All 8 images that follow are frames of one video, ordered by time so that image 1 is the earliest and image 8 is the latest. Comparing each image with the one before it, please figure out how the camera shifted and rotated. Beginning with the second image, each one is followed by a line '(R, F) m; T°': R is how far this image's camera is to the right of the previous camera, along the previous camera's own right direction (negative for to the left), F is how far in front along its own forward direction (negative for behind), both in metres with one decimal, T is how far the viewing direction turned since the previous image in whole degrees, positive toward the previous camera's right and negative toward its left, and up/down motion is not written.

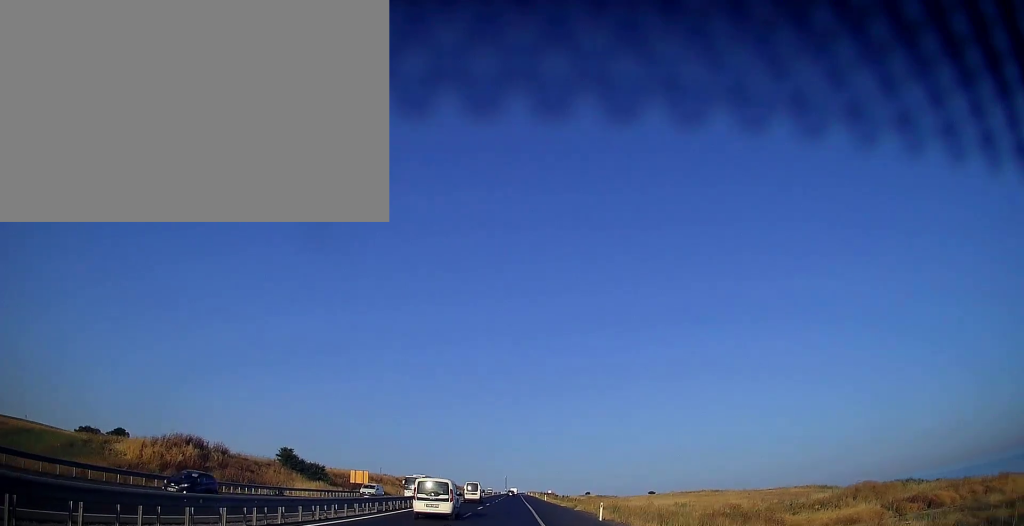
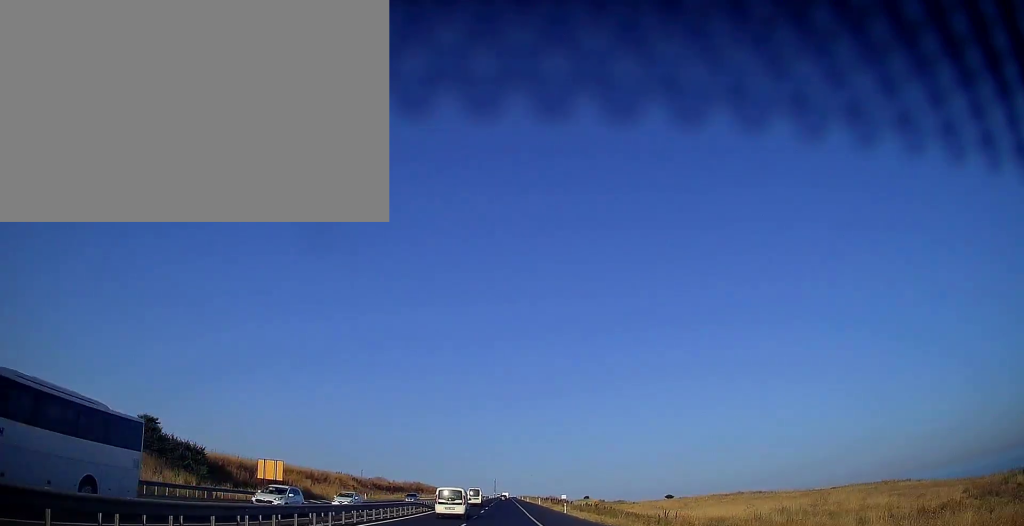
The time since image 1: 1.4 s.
(+0.8, +42.0) m; +1°
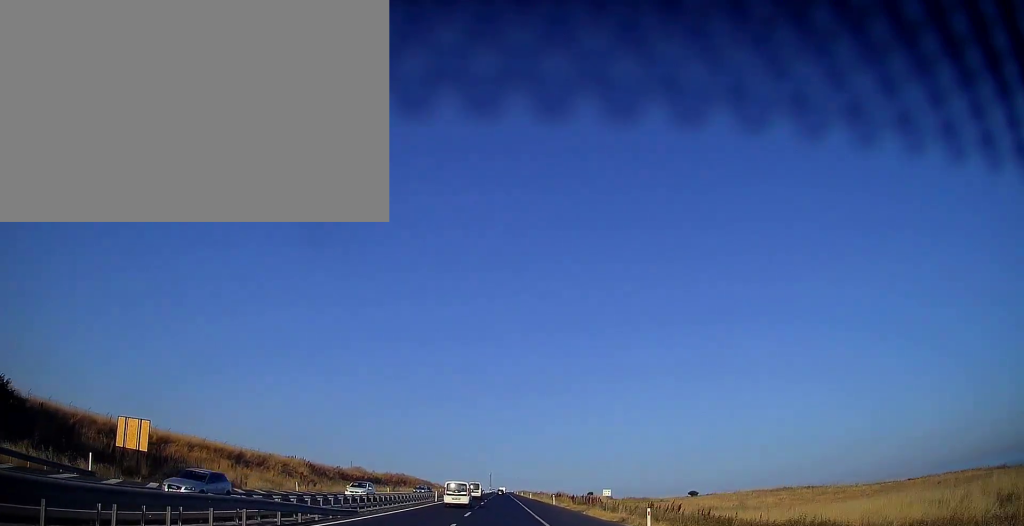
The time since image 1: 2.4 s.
(-0.3, +29.3) m; 0°
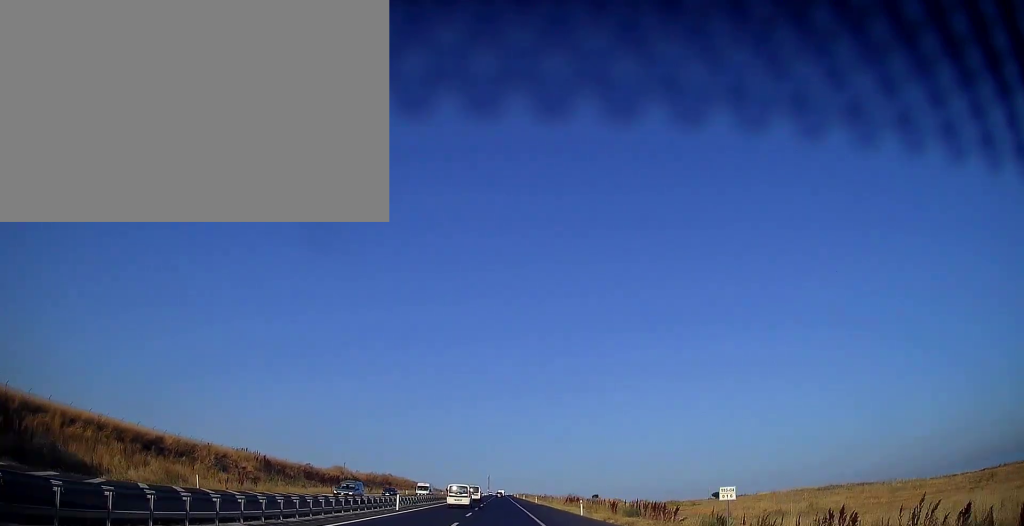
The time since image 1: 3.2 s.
(+0.3, +21.5) m; +1°
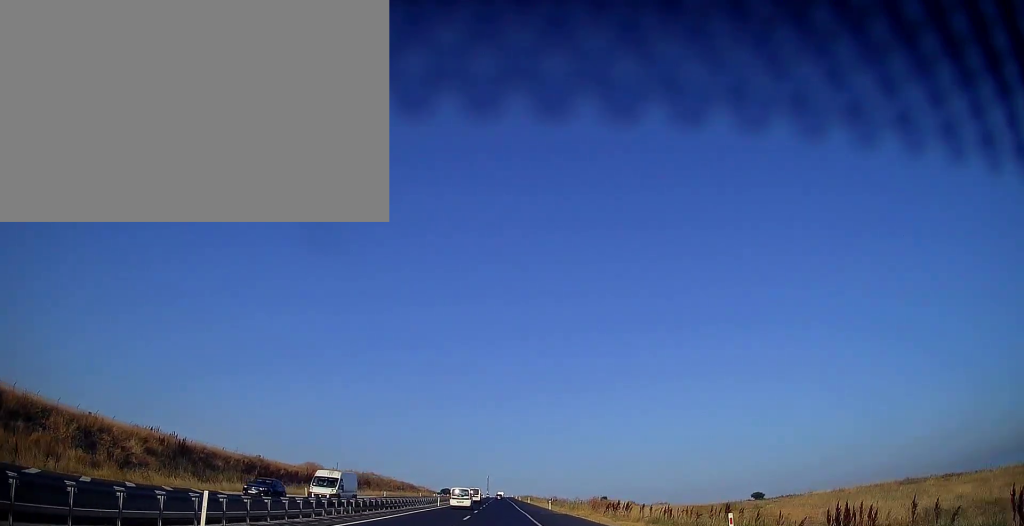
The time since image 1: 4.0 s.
(+0.1, +25.4) m; 0°
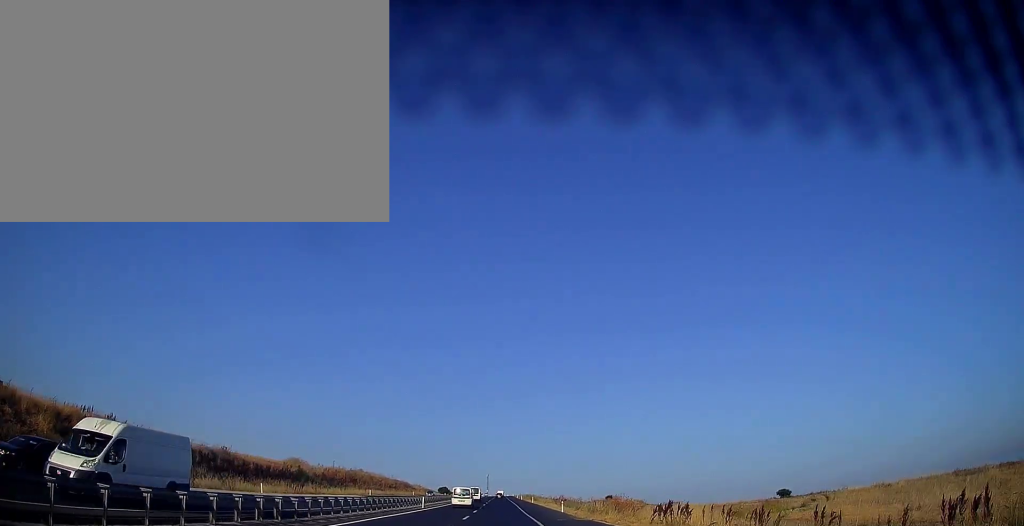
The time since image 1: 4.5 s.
(+0.1, +13.7) m; 0°
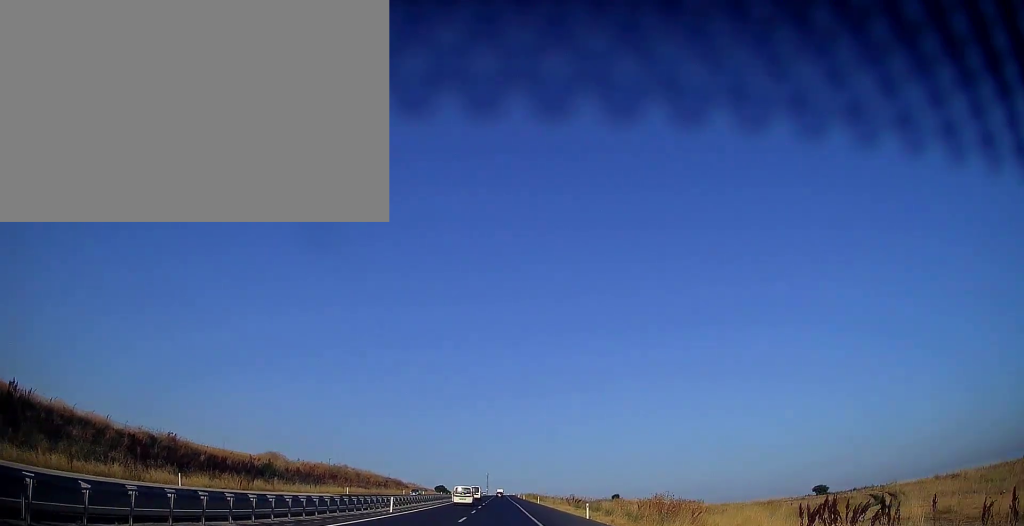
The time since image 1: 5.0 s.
(-0.2, +13.7) m; 0°
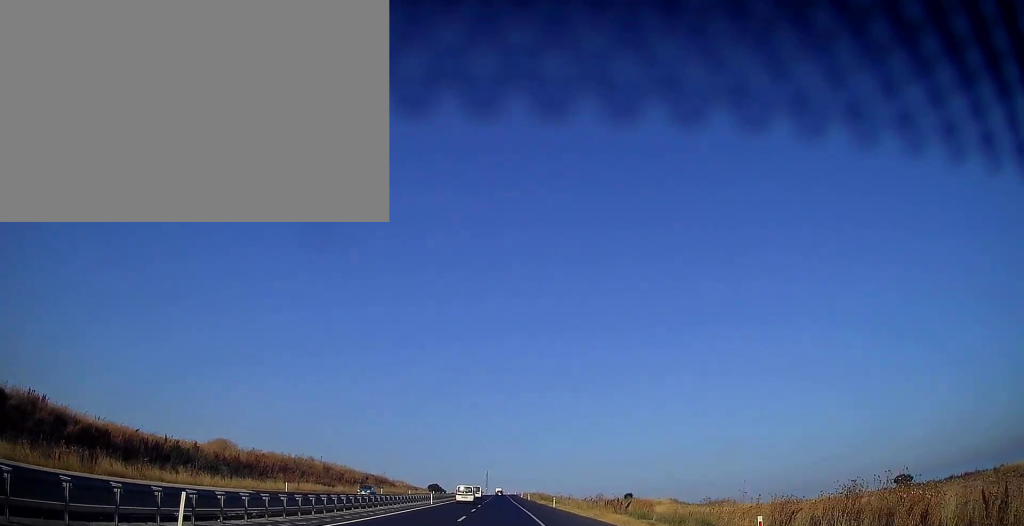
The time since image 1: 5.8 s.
(-0.1, +24.6) m; 0°
